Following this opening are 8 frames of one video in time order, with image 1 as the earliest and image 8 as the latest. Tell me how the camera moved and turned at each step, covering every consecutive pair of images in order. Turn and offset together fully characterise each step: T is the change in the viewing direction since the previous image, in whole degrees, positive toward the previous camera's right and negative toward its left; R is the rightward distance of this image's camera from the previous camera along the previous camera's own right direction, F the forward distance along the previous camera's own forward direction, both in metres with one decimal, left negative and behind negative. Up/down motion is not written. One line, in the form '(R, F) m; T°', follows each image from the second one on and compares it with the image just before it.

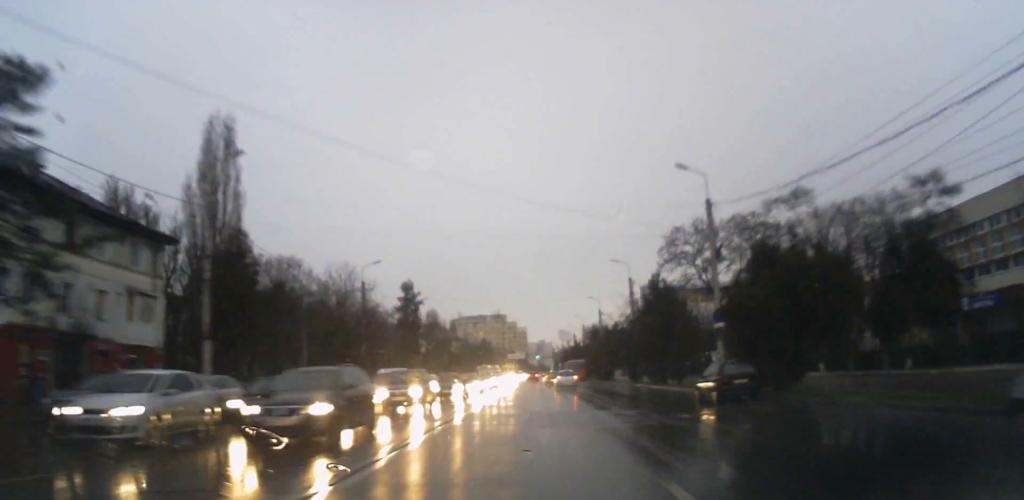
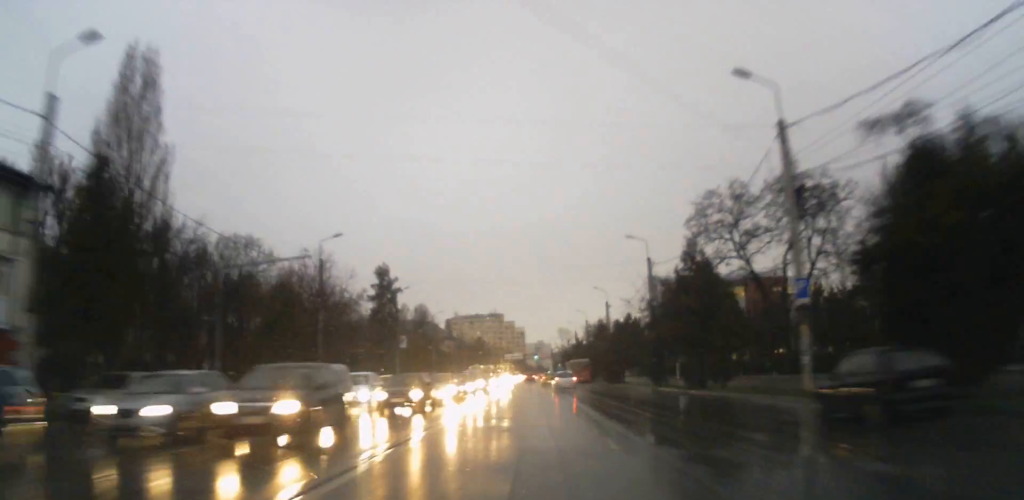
(0.0, +10.6) m; 0°
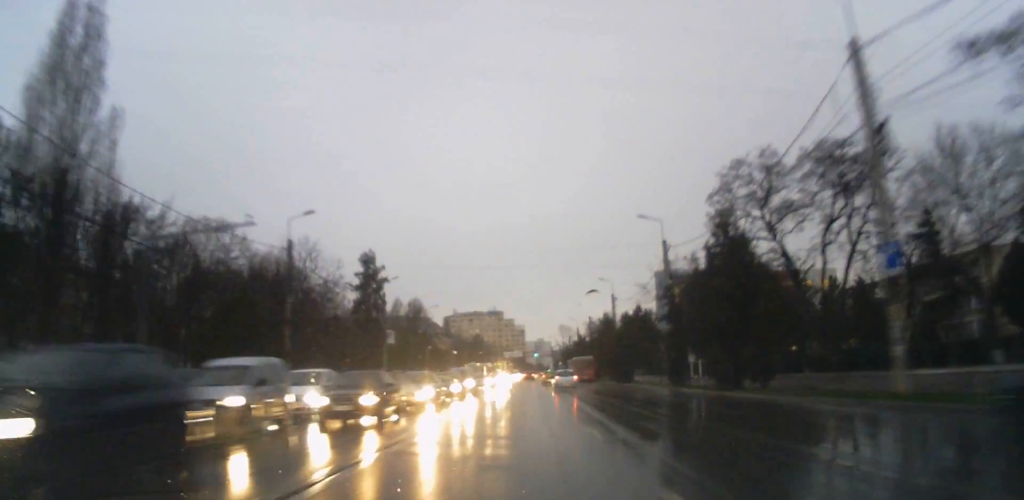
(0.0, +6.3) m; 0°
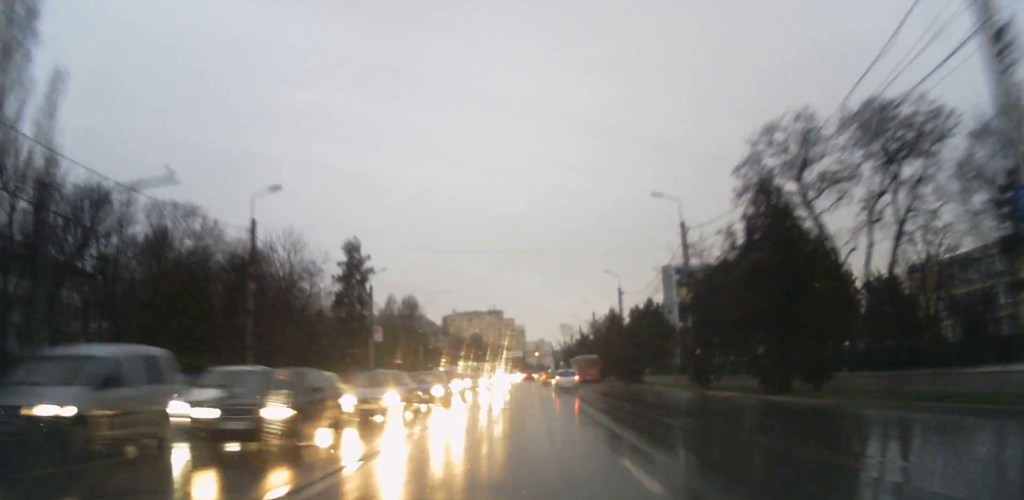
(0.0, +5.5) m; 0°
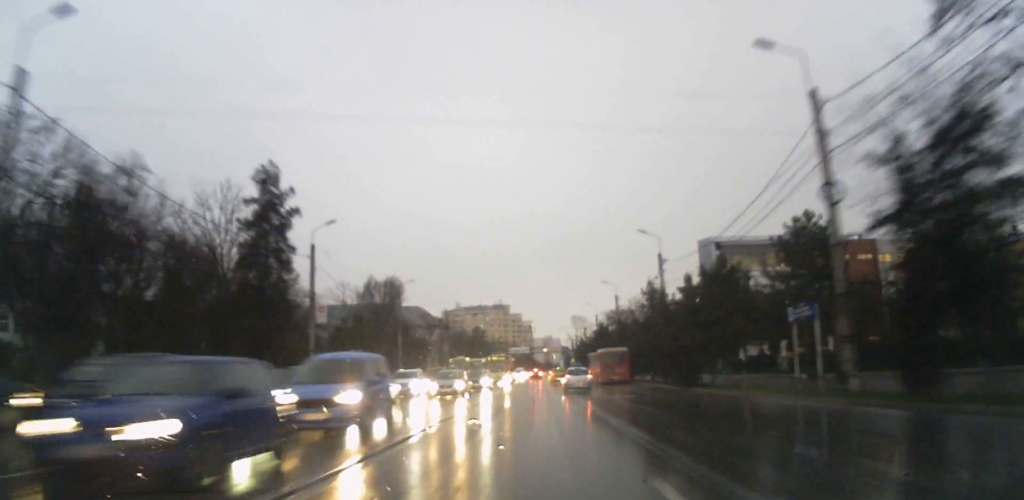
(0.0, +18.7) m; 0°
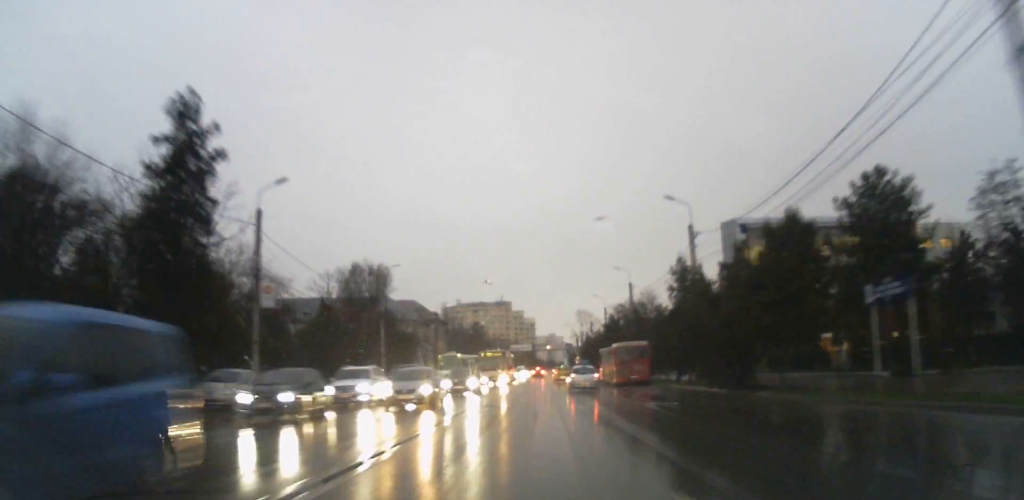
(0.0, +9.1) m; 0°
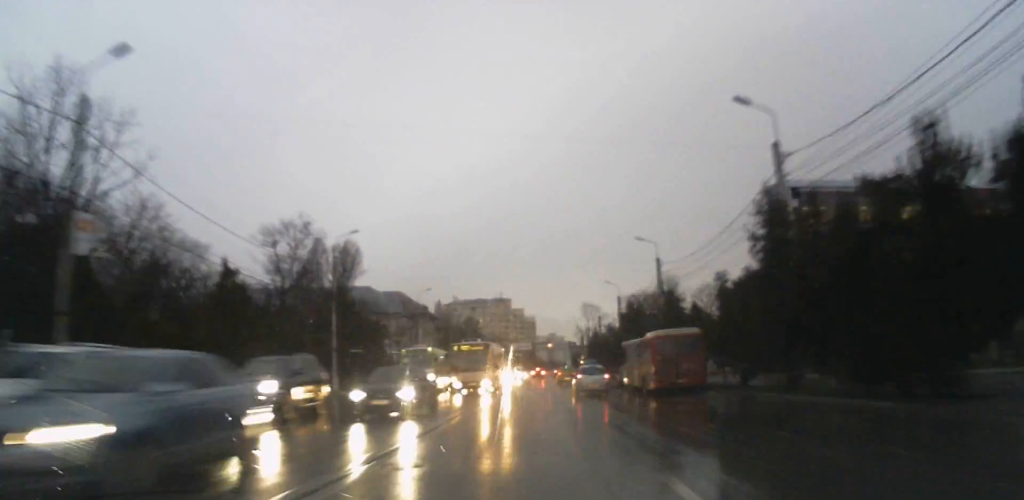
(-0.1, +16.7) m; 0°
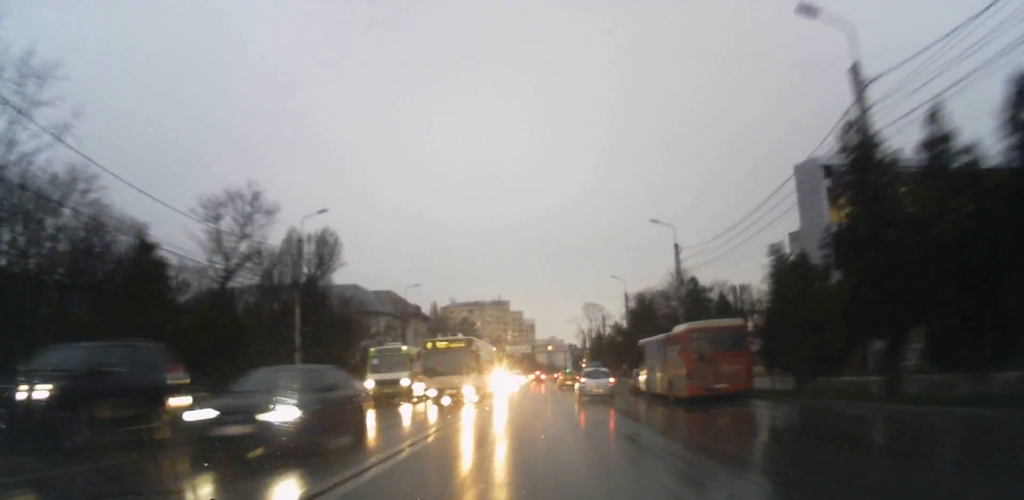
(0.0, +8.1) m; 0°
